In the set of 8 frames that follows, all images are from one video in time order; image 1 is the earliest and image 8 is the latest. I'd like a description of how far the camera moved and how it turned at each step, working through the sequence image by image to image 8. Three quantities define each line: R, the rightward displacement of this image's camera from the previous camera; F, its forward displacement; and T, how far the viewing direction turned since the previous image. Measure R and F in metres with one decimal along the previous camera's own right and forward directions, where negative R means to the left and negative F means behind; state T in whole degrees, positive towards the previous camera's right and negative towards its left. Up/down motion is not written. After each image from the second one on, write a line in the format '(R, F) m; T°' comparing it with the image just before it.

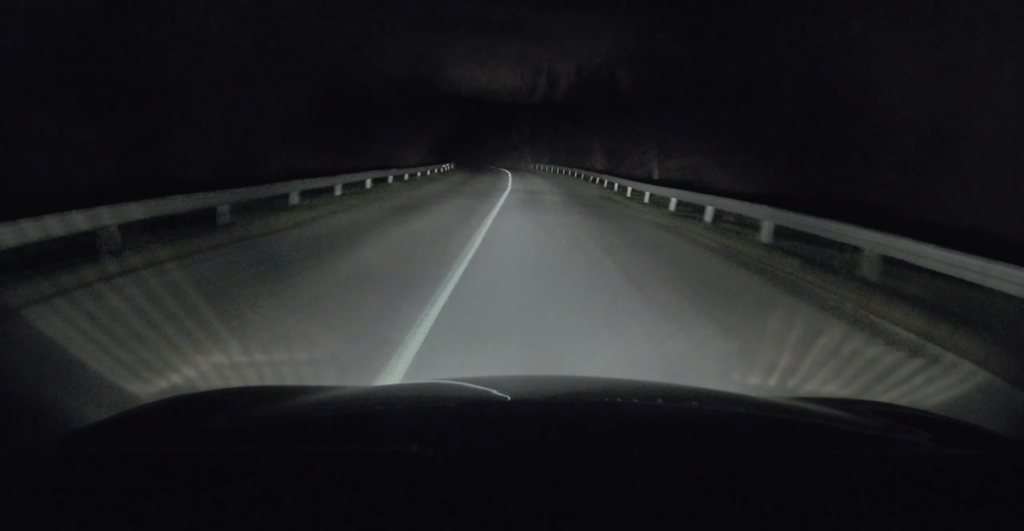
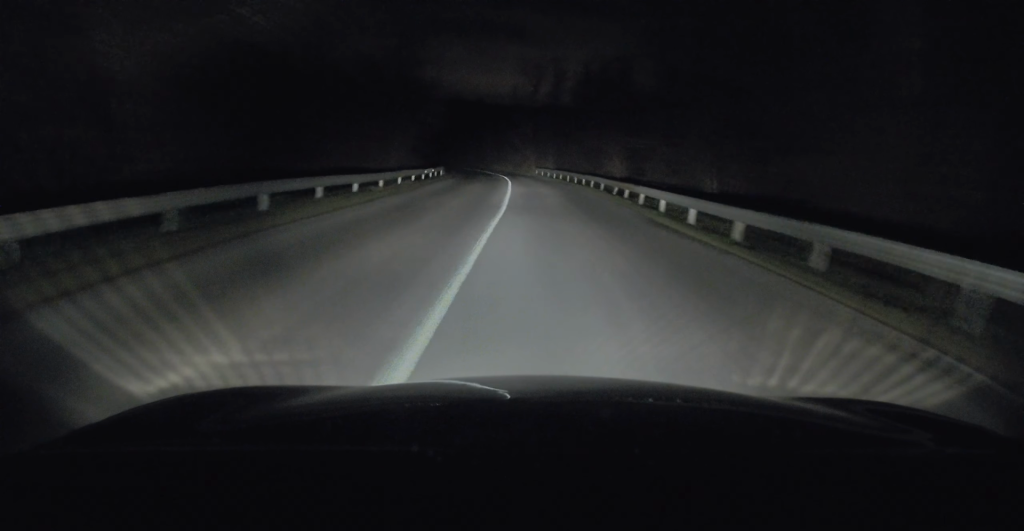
(0.0, +9.9) m; 0°
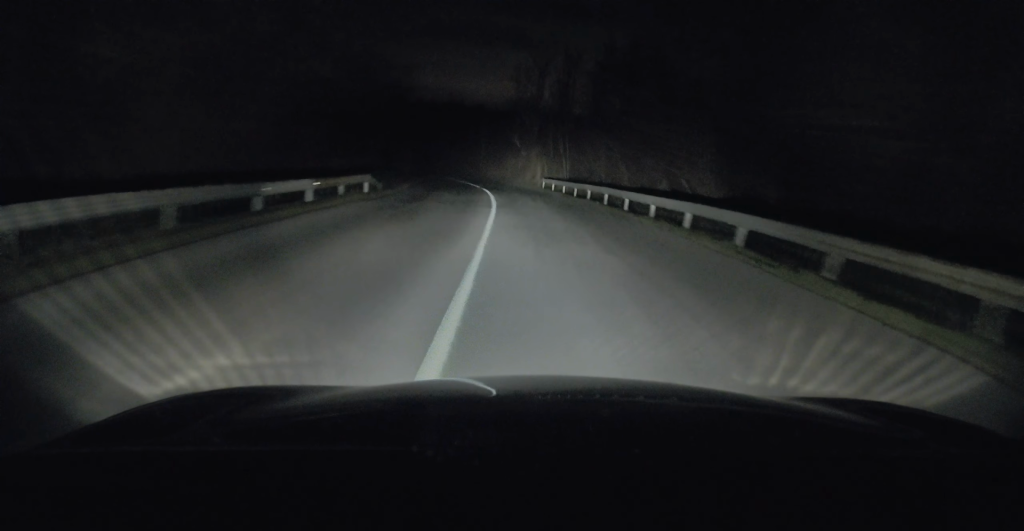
(-0.2, +23.1) m; -2°
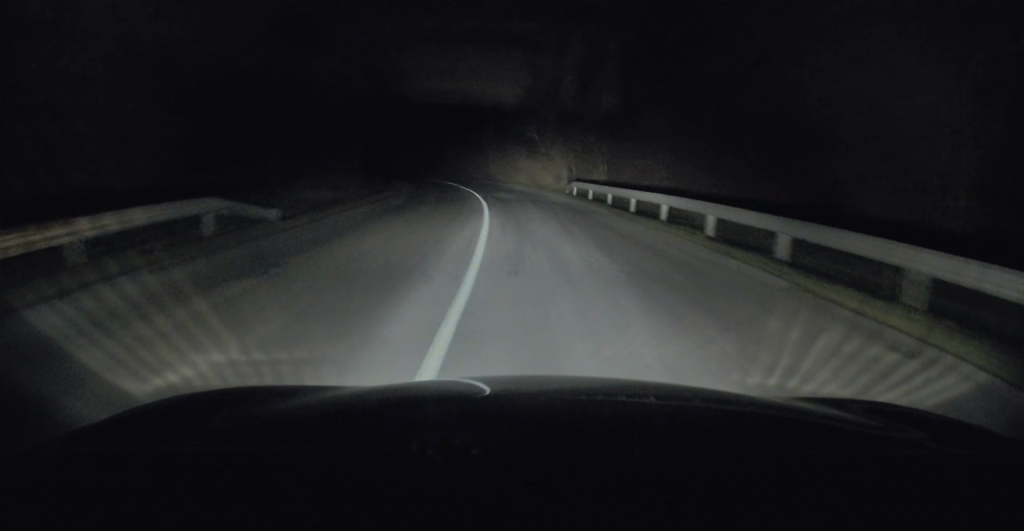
(0.0, +13.9) m; -3°
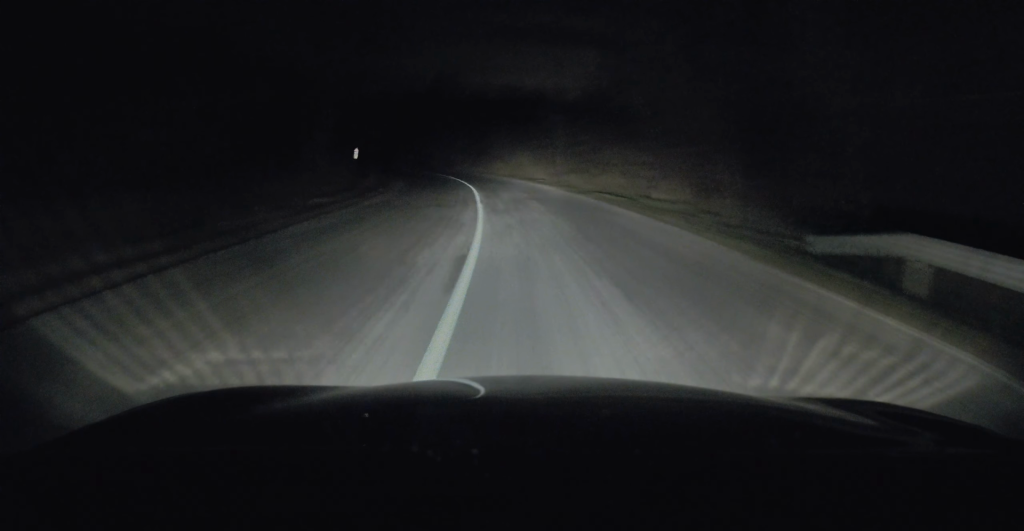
(-1.6, +26.6) m; -6°
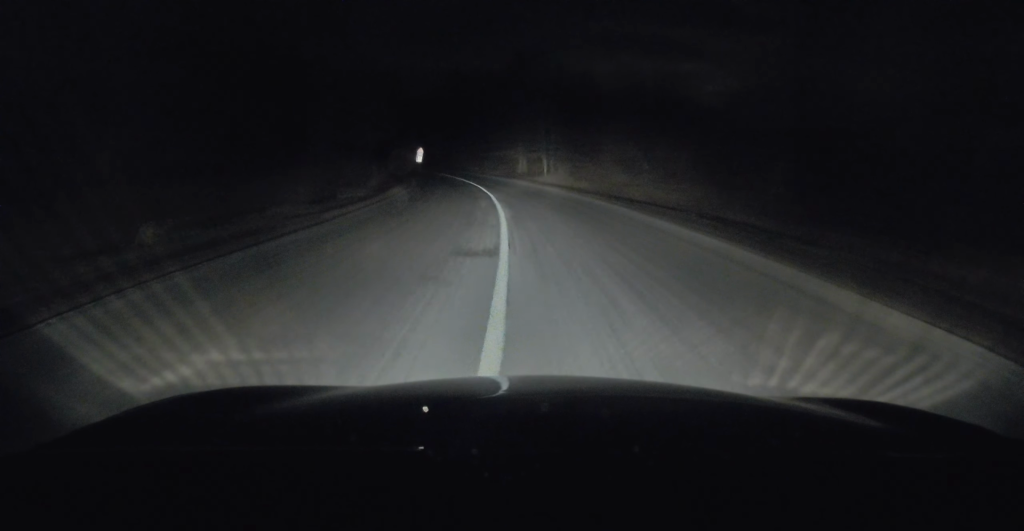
(-1.6, +33.6) m; -7°
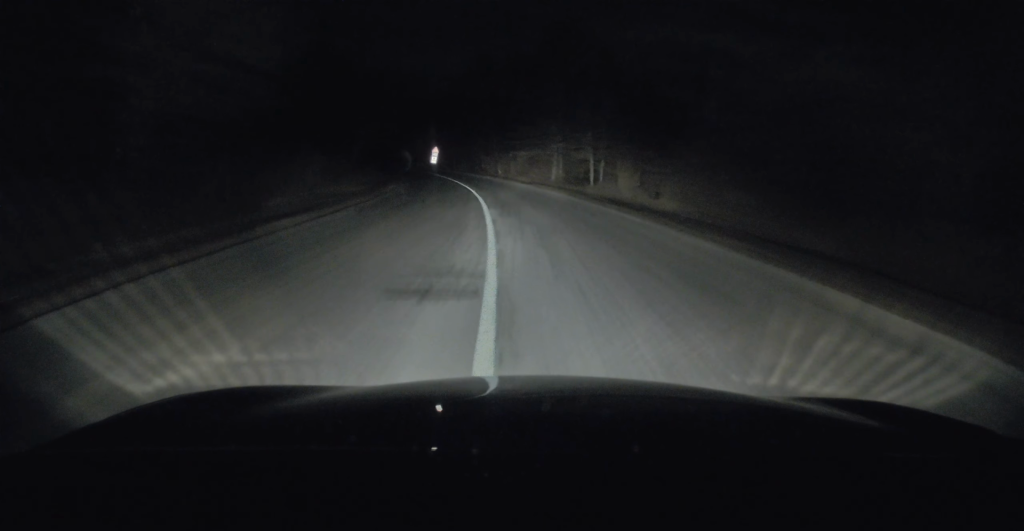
(-0.6, +17.1) m; -4°
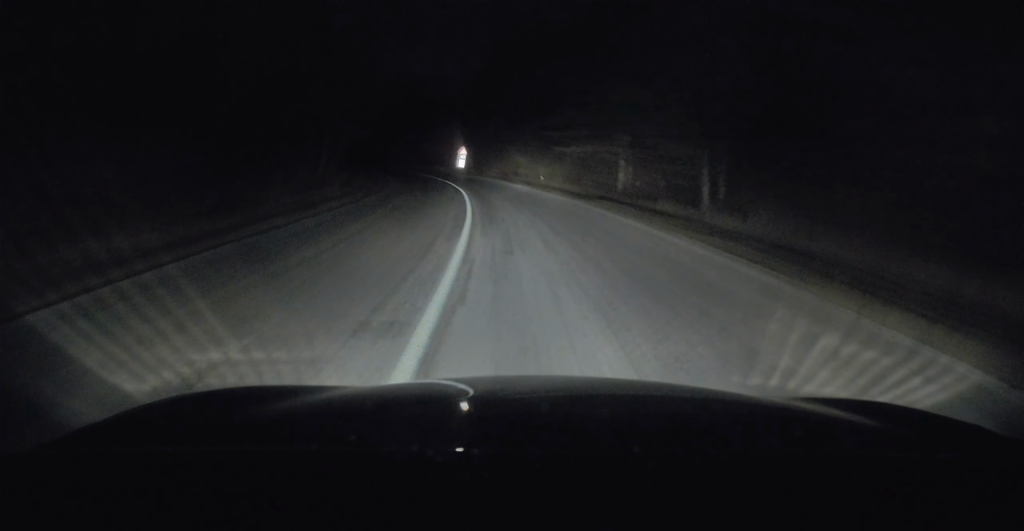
(-0.7, +18.4) m; -4°
